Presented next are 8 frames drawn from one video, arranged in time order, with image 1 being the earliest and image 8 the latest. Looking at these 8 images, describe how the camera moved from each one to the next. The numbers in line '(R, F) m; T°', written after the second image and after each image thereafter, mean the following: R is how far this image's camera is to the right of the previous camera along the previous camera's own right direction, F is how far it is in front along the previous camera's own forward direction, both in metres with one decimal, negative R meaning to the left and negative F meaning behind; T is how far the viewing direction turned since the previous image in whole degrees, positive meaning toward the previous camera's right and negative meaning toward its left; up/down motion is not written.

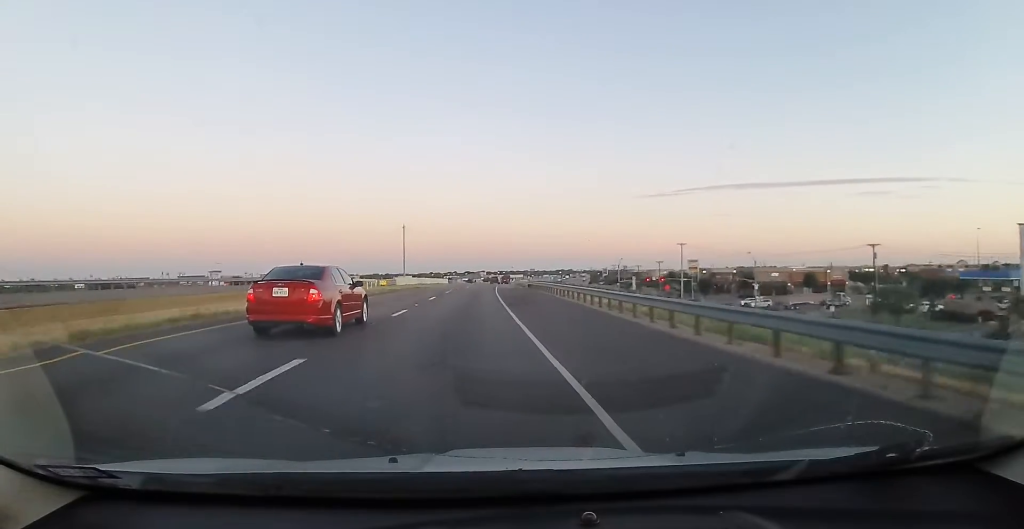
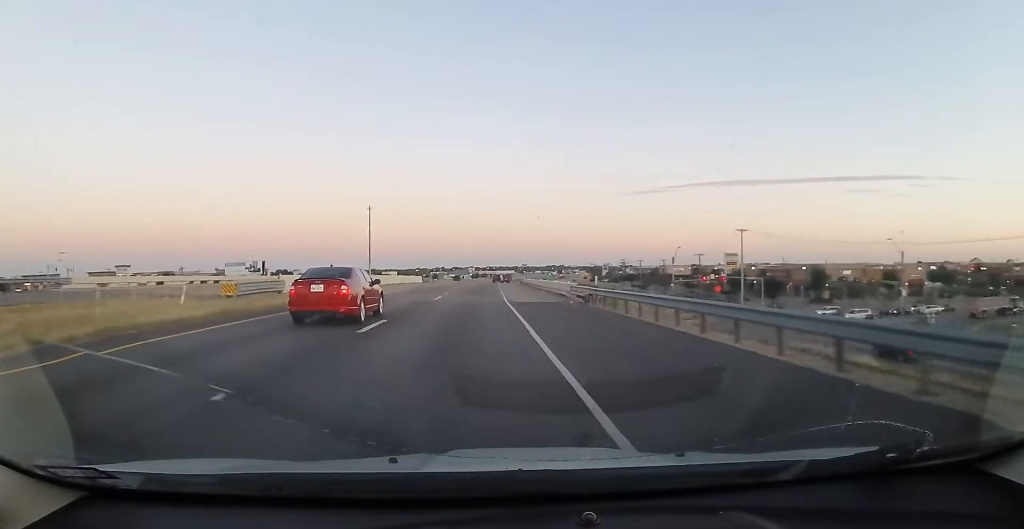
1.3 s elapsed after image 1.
(+1.0, +41.1) m; +2°
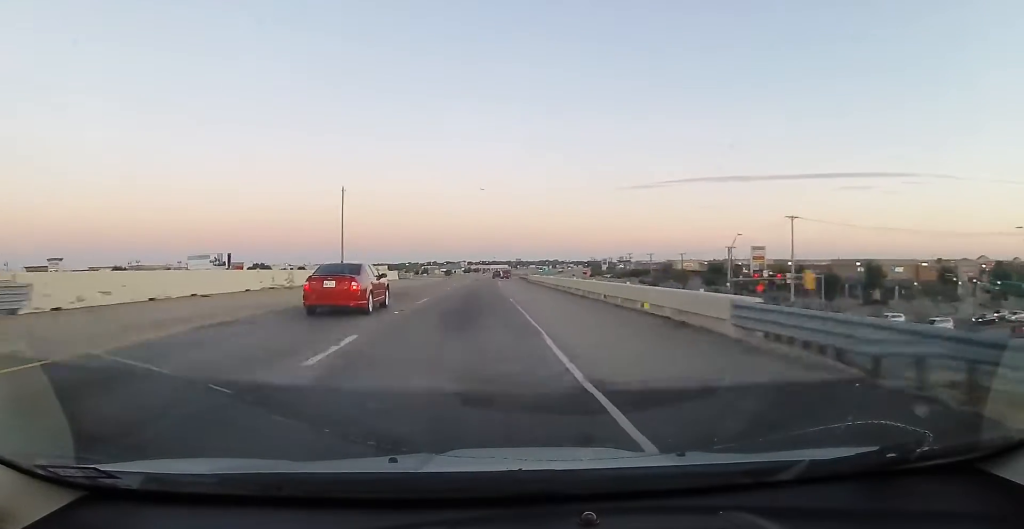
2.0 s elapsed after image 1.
(-0.1, +21.4) m; 0°
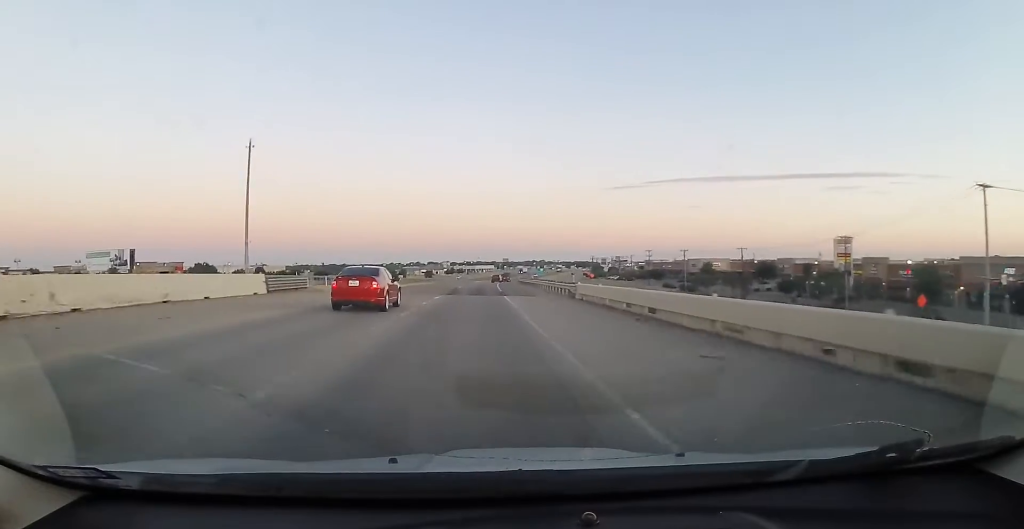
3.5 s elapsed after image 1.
(+0.1, +43.6) m; 0°
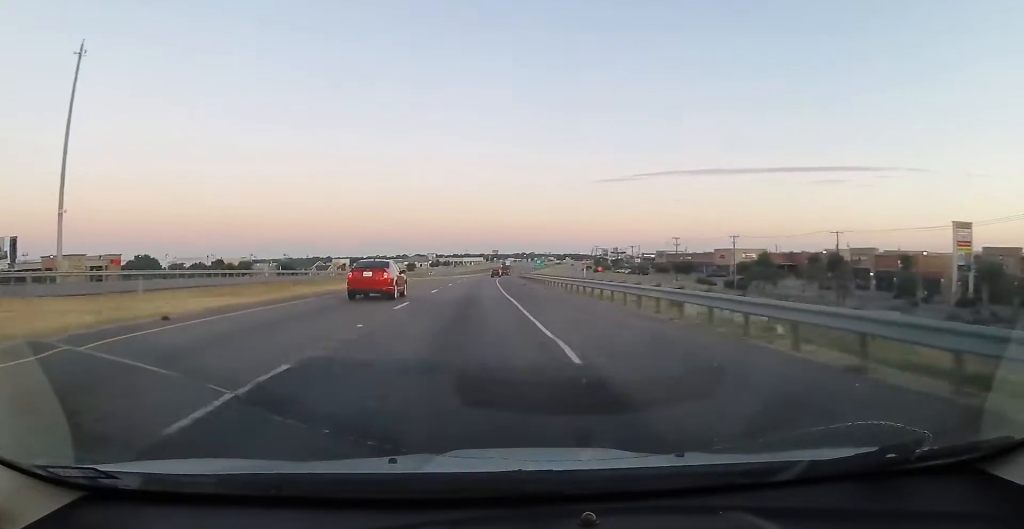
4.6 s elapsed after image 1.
(-0.1, +35.6) m; 0°
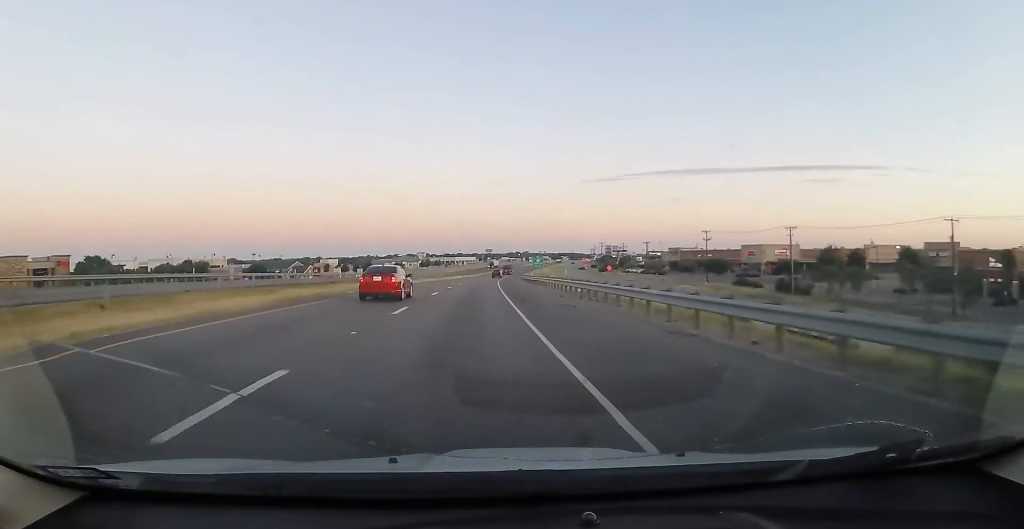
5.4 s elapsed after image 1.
(+0.2, +24.7) m; +1°
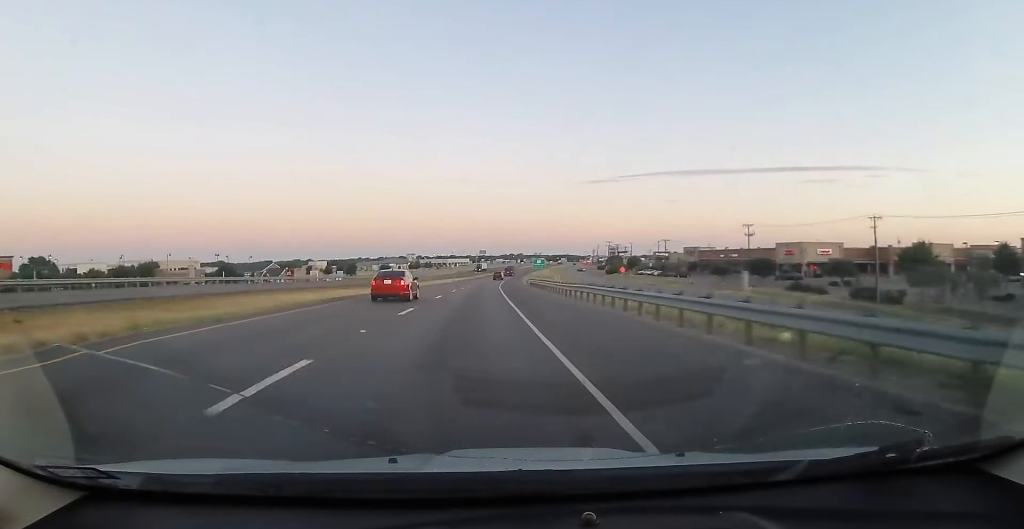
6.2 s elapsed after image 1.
(+0.2, +23.8) m; 0°
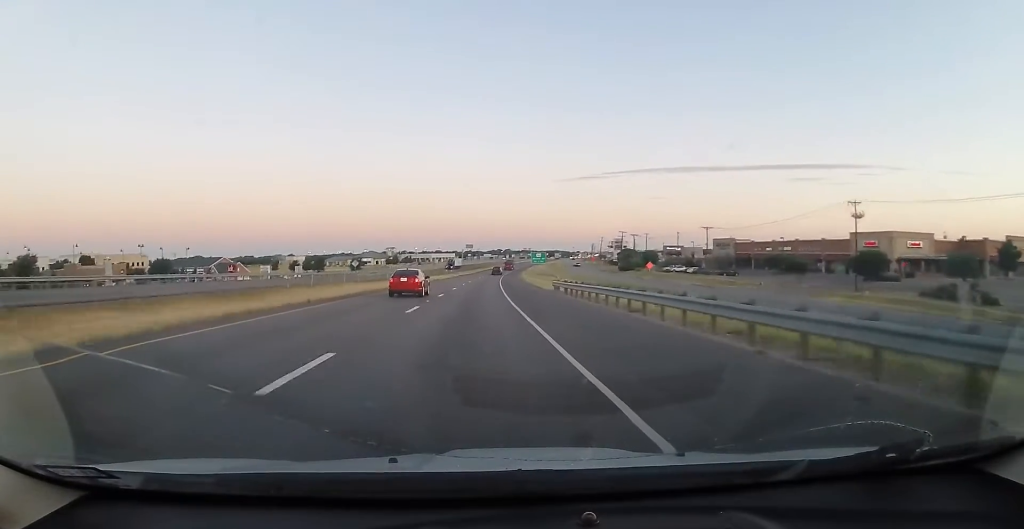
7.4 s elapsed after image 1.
(+0.1, +36.3) m; +1°
